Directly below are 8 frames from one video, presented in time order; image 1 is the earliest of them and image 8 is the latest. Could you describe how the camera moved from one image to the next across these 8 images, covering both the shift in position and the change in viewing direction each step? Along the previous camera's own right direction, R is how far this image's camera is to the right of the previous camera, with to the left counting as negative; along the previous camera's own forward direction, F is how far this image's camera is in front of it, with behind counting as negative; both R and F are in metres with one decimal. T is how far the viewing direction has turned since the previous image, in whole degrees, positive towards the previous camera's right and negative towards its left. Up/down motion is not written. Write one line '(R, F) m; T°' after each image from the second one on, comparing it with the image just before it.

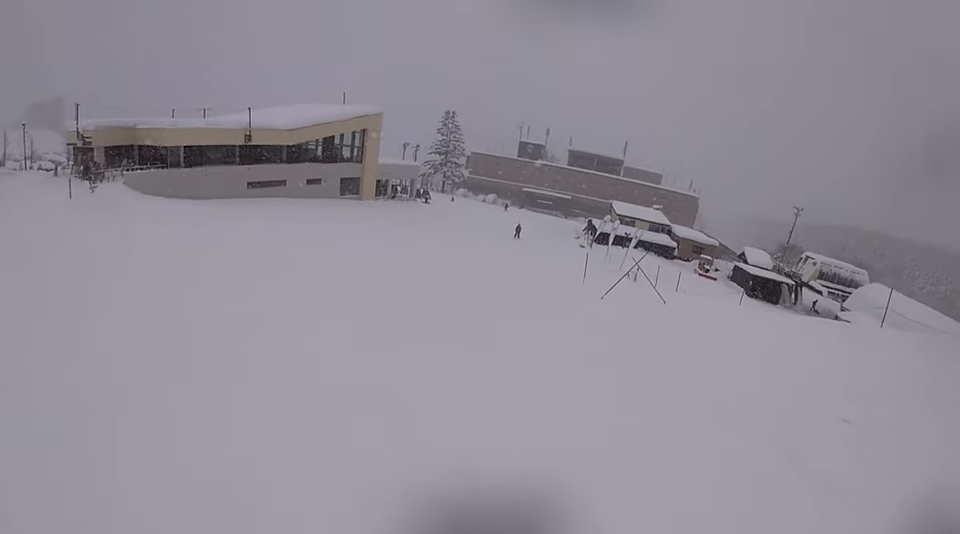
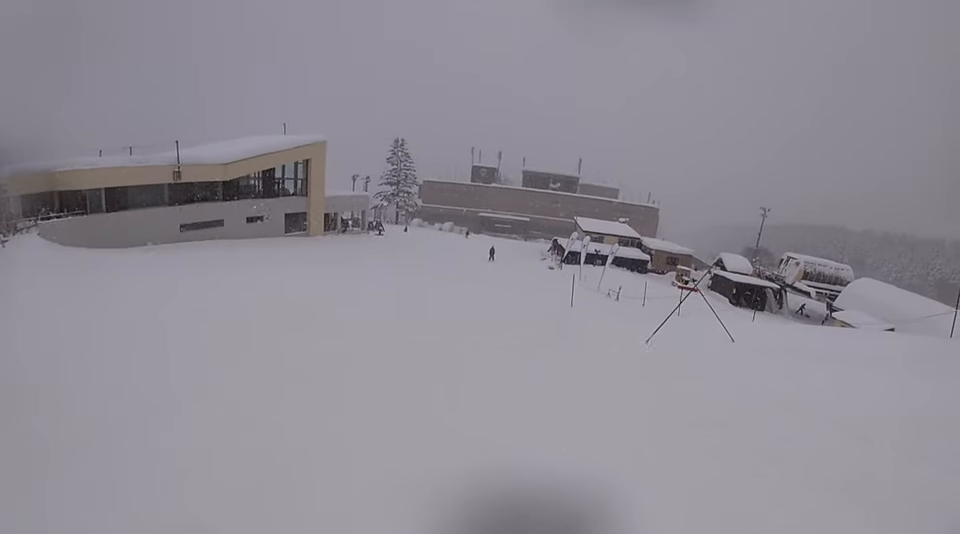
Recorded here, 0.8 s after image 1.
(-0.1, +5.3) m; -4°
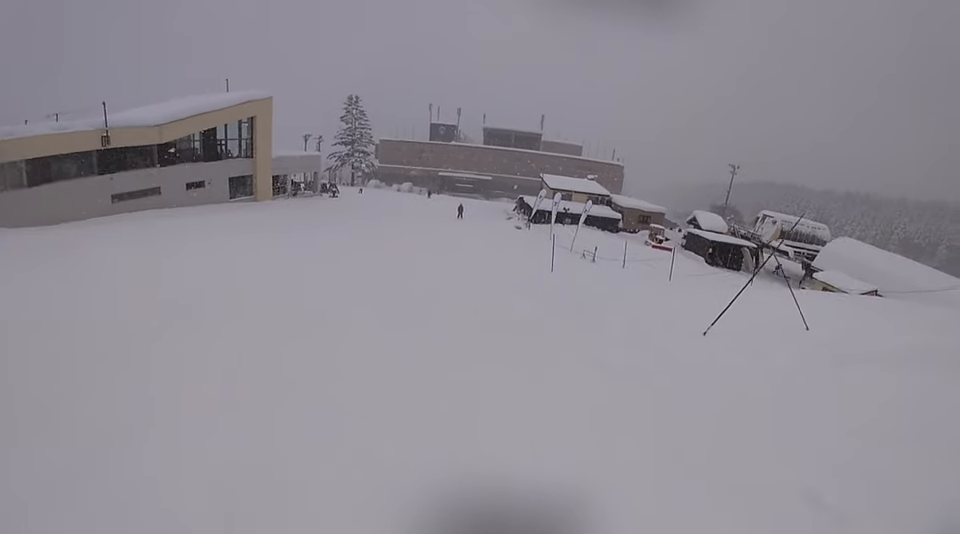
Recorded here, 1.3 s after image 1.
(0.0, +3.2) m; -2°
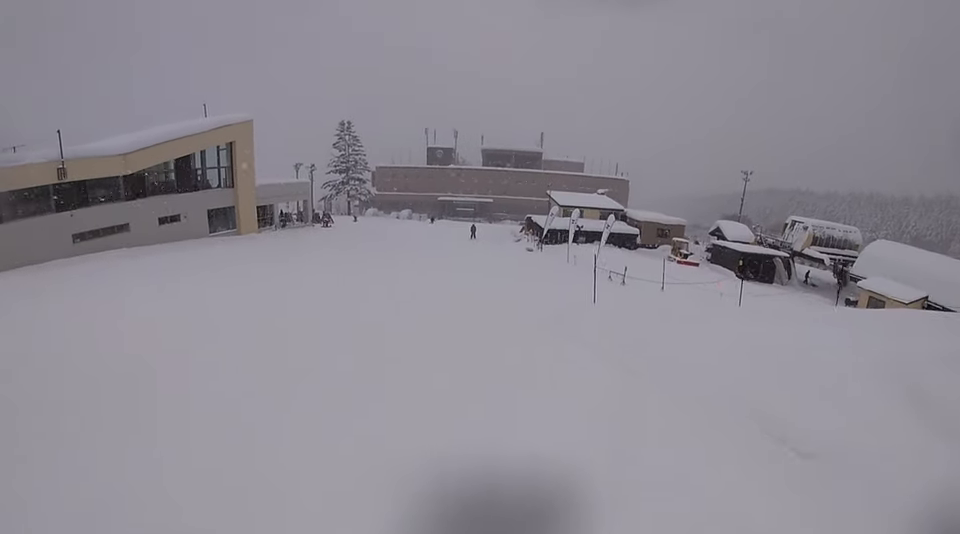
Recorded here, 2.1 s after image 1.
(-0.3, +5.3) m; -2°
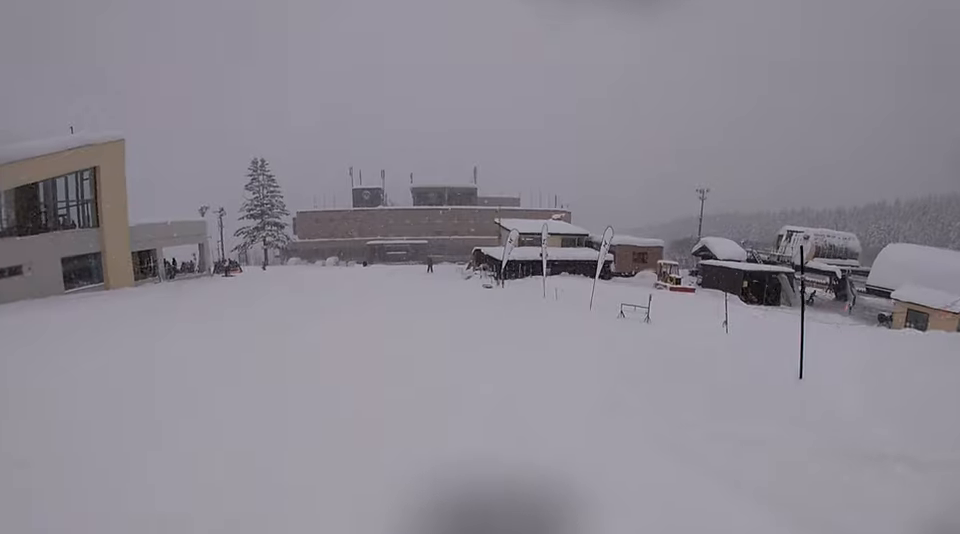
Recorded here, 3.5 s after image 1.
(+0.9, +10.8) m; +11°
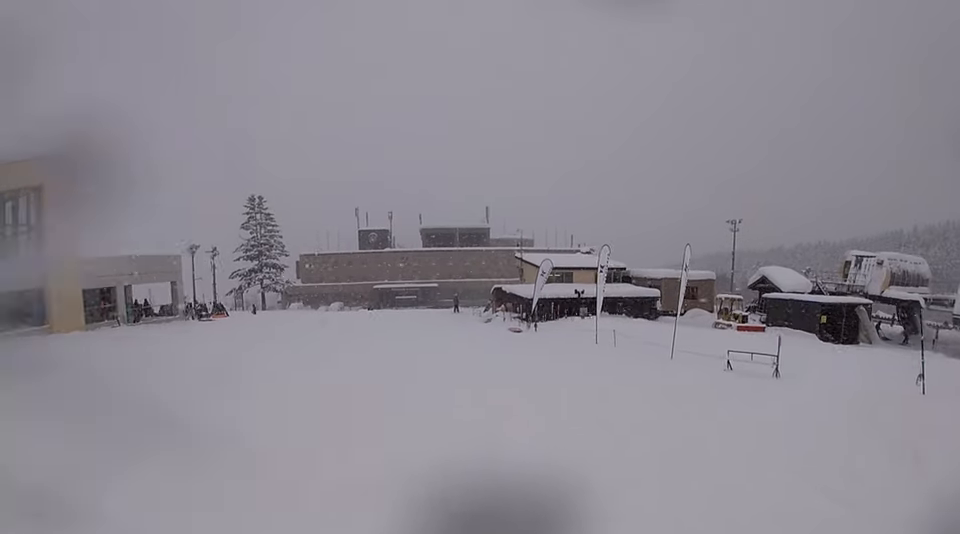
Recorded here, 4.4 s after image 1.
(+0.6, +7.2) m; +4°
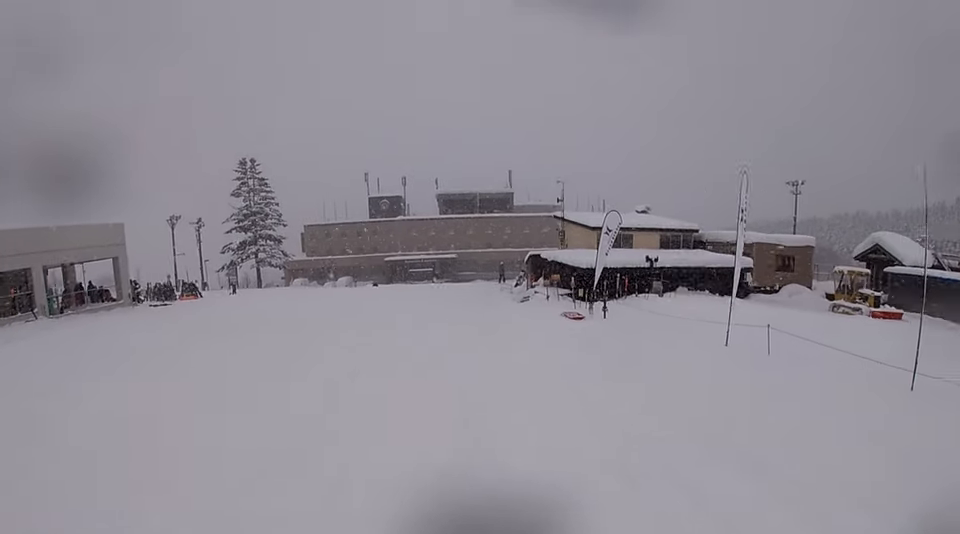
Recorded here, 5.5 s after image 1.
(-0.2, +8.9) m; -6°
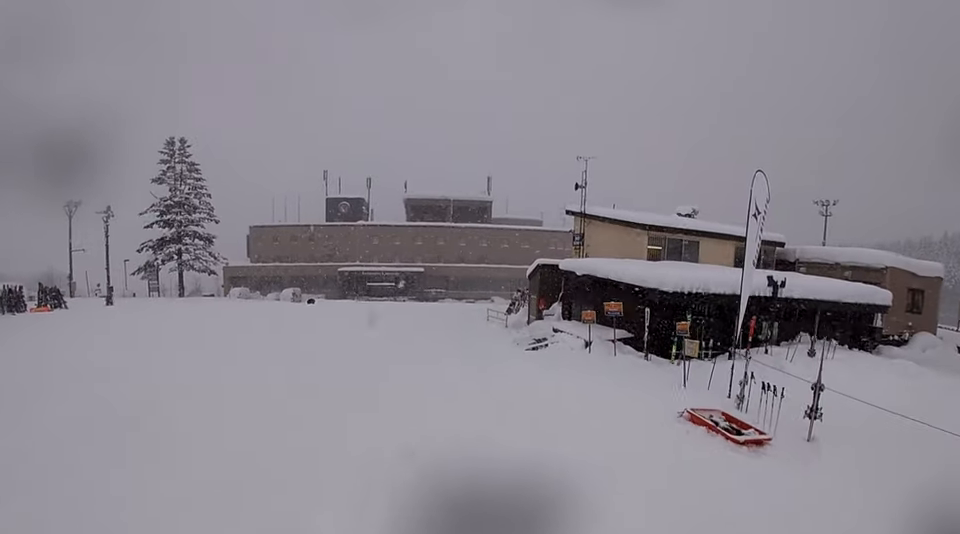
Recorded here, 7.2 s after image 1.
(-1.1, +11.9) m; +4°
